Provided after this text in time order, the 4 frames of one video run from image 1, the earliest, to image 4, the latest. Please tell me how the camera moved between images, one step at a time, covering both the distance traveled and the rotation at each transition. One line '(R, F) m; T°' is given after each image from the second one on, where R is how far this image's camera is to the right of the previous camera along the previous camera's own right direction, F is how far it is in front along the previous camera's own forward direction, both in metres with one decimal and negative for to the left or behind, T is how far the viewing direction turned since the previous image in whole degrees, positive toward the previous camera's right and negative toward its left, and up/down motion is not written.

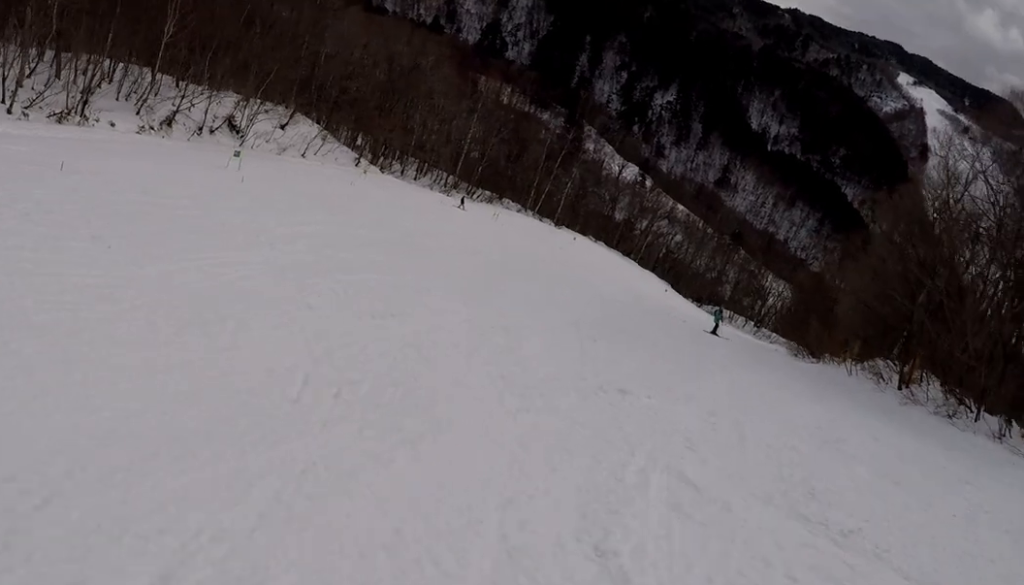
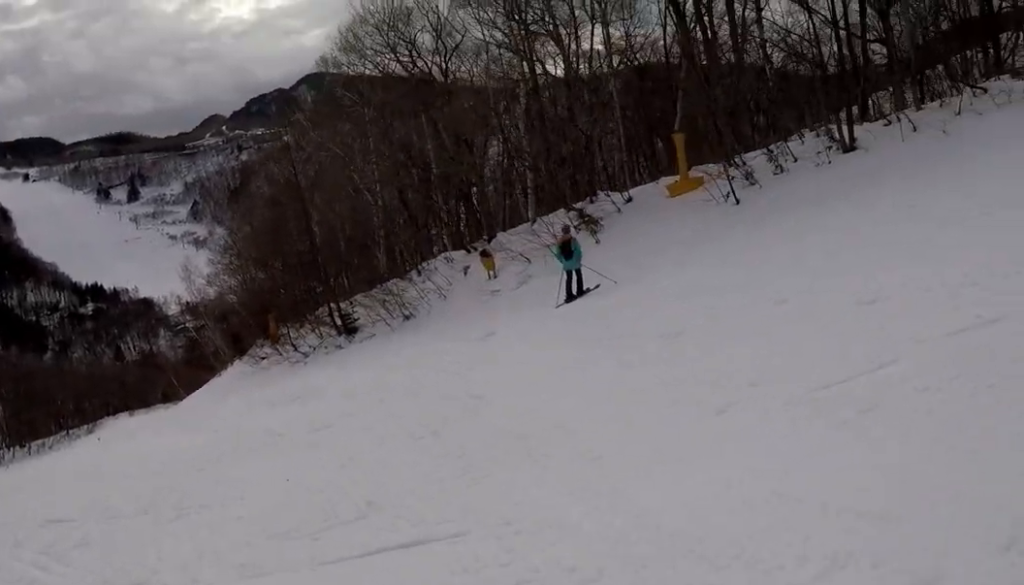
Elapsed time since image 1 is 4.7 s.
(-3.0, +30.1) m; +40°
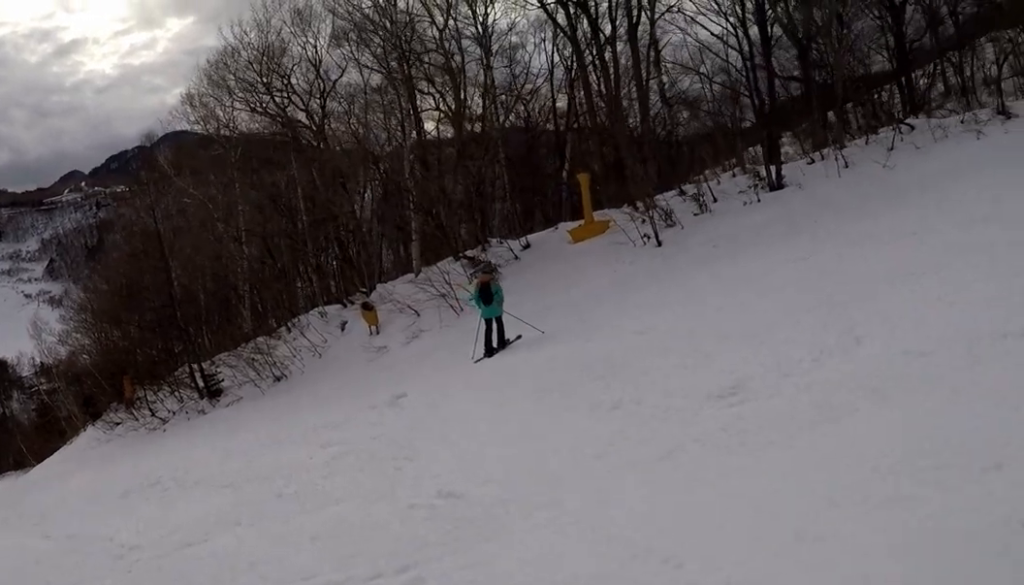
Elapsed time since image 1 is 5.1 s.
(+0.4, +2.5) m; +10°
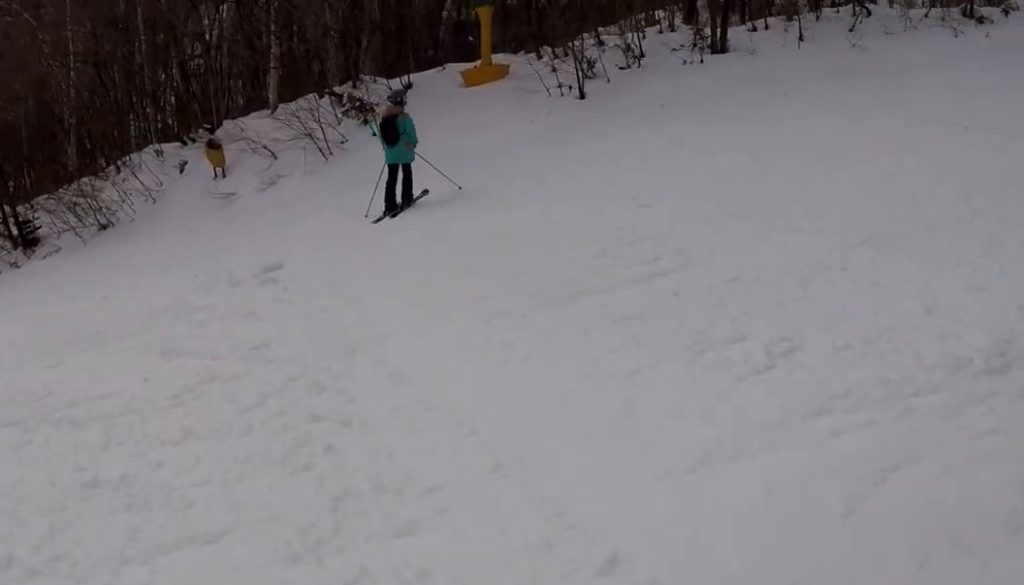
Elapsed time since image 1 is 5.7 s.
(+0.2, +3.0) m; +13°
